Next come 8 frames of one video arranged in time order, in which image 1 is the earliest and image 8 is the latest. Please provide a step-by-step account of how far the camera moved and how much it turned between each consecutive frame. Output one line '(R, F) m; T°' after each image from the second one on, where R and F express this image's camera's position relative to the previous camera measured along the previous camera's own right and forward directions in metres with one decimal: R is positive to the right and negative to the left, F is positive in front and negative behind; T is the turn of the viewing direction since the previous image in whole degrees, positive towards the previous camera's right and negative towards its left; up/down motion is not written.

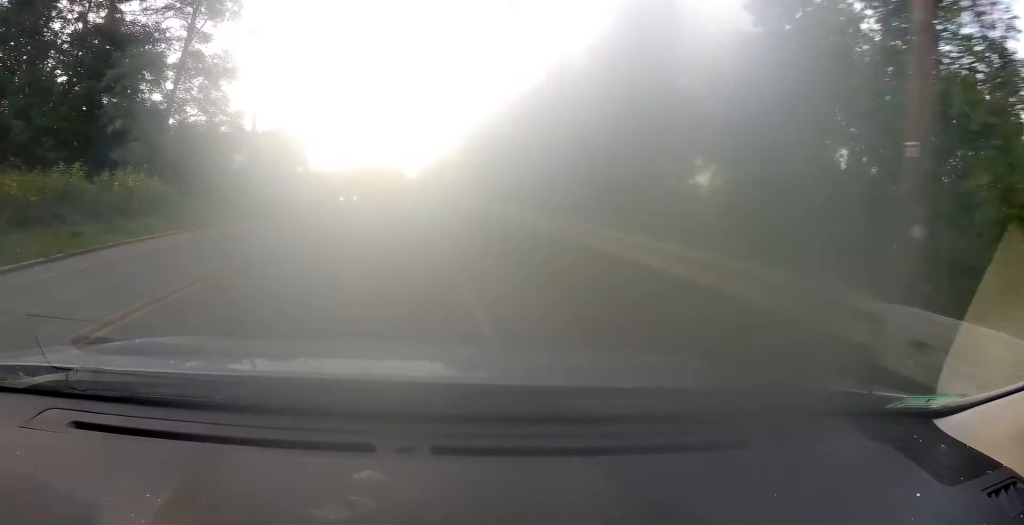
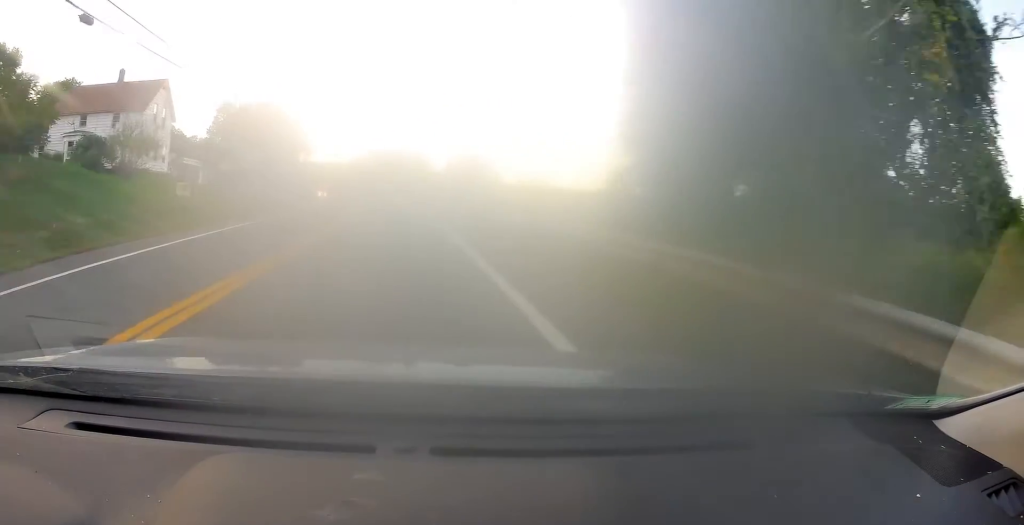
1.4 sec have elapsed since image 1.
(-0.4, +32.1) m; -2°
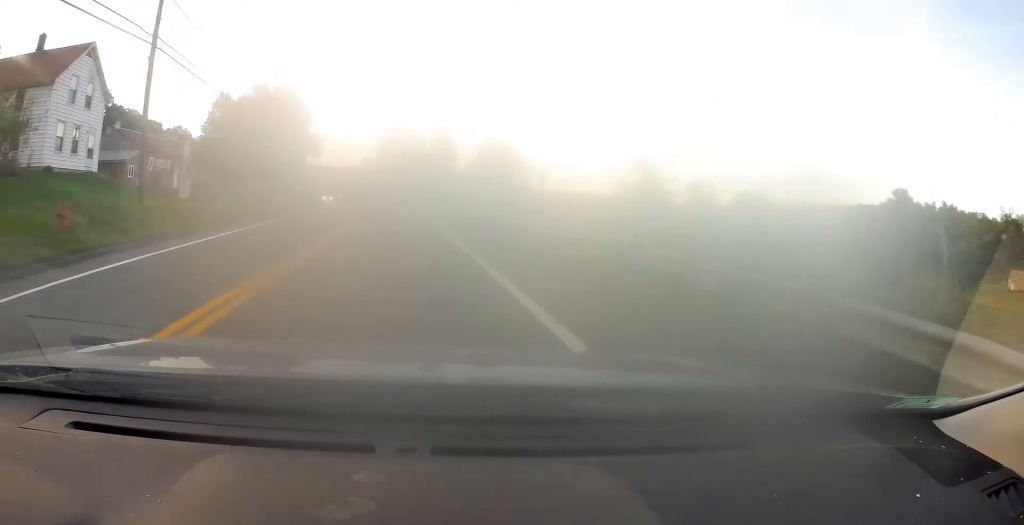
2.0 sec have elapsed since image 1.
(-0.3, +14.3) m; -2°
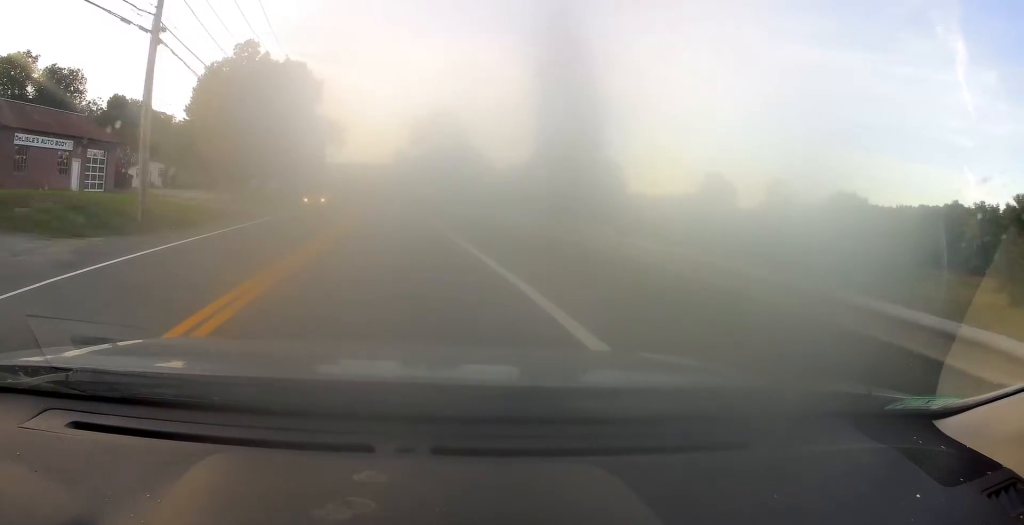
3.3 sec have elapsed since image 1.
(-1.4, +28.6) m; -5°
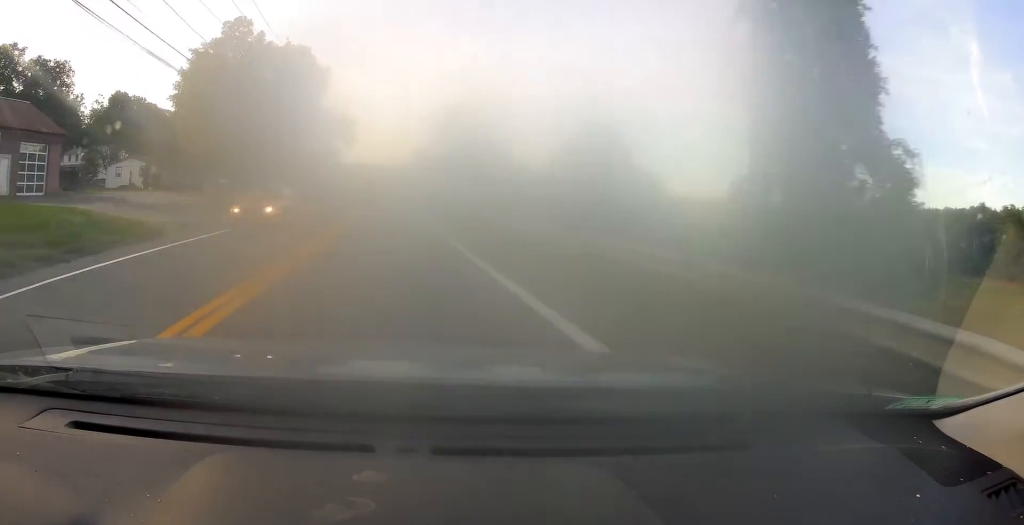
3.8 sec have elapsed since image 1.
(-0.1, +10.5) m; -1°
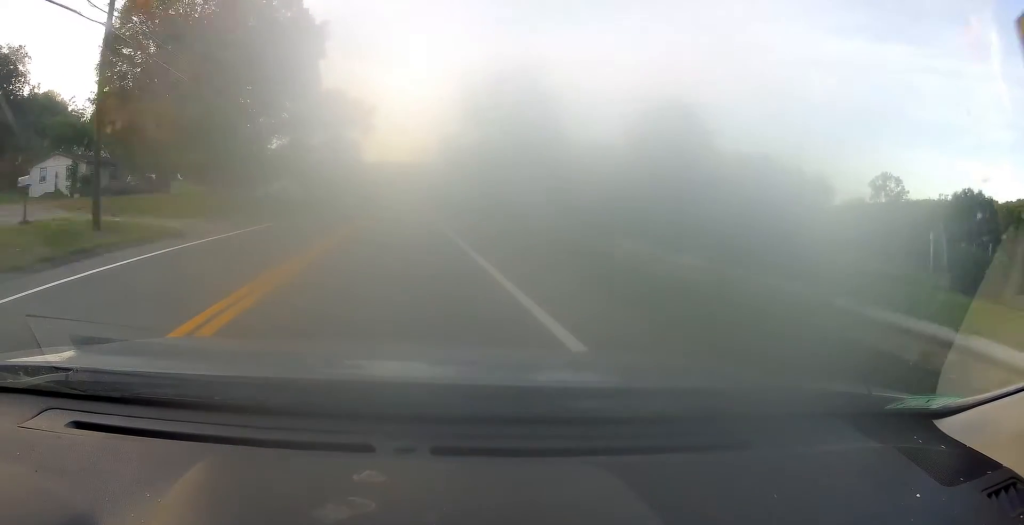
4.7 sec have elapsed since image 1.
(-0.3, +21.1) m; 0°
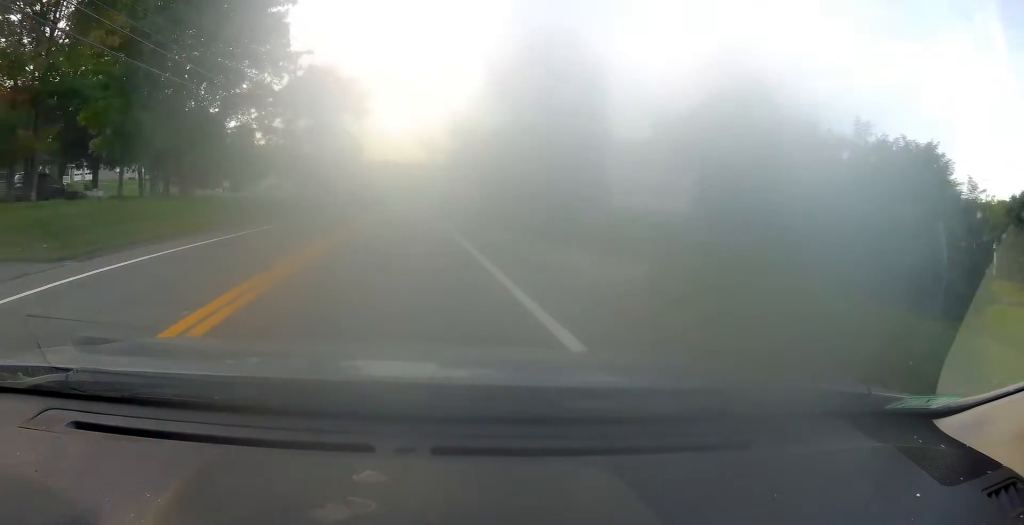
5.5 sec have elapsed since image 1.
(+0.3, +18.0) m; 0°
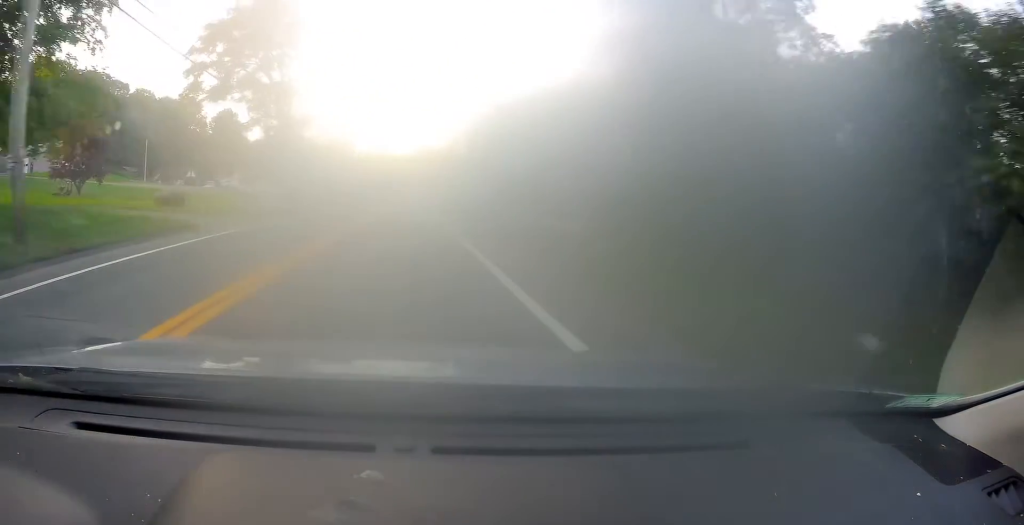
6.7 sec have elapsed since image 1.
(-0.4, +27.5) m; -1°
